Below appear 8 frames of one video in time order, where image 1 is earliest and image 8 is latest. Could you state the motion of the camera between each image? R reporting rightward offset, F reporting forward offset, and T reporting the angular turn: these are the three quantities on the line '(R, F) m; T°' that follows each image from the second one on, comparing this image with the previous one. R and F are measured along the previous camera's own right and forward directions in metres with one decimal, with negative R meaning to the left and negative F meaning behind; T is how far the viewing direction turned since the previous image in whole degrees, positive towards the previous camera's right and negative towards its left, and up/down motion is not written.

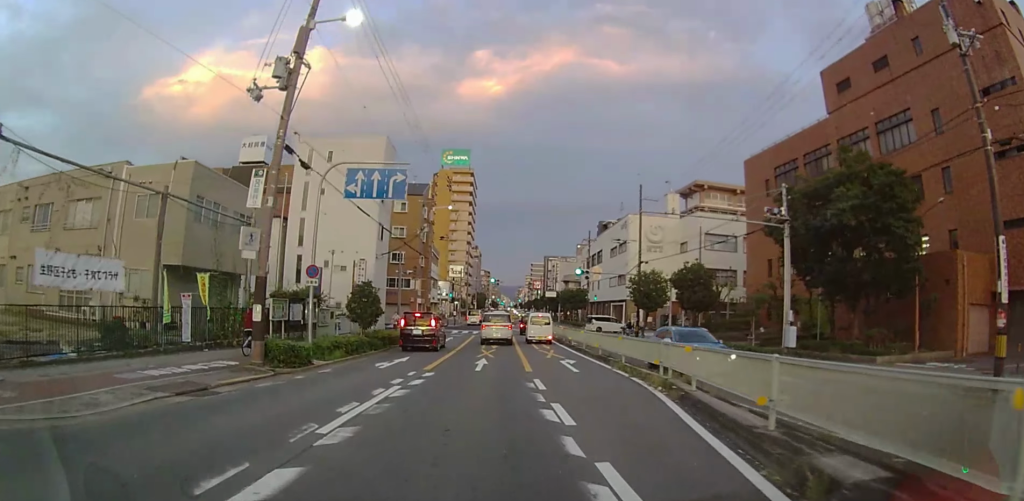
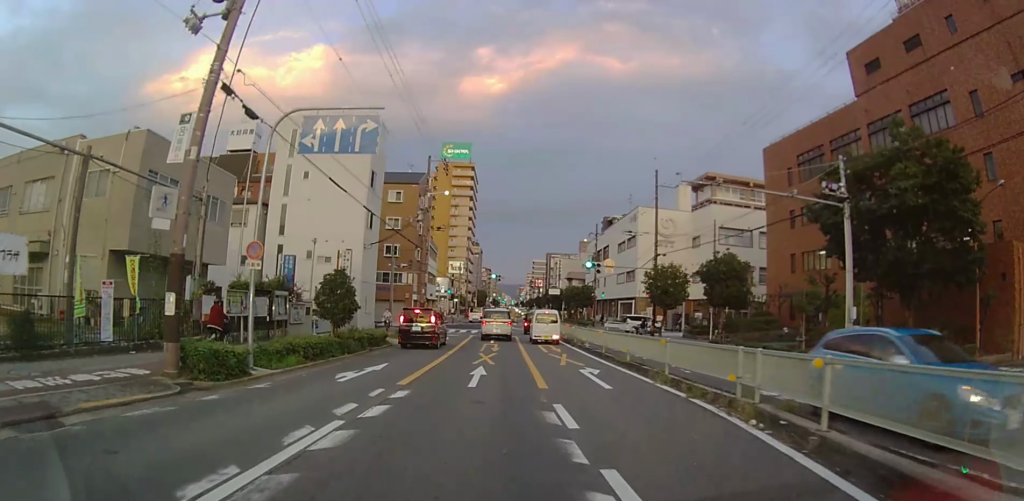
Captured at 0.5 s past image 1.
(0.0, +4.1) m; +1°
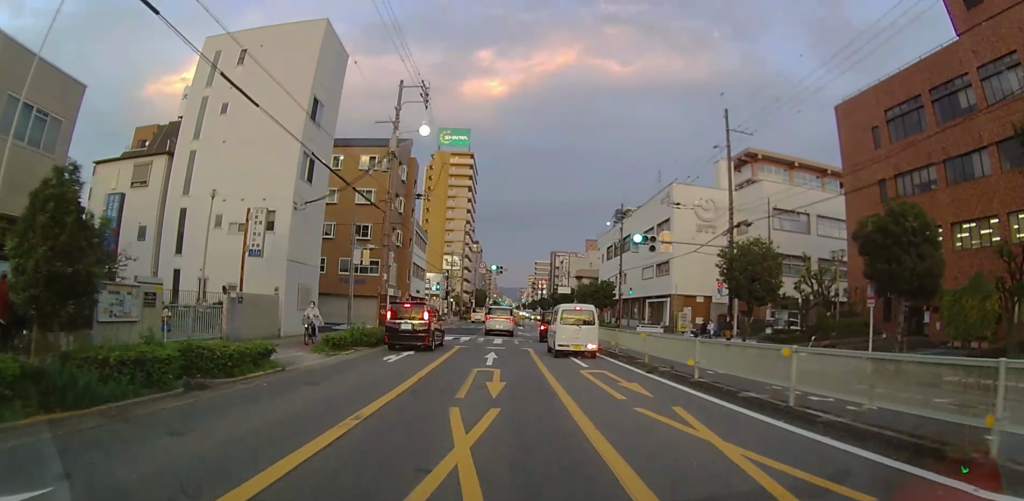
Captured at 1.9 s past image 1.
(+0.2, +13.3) m; 0°
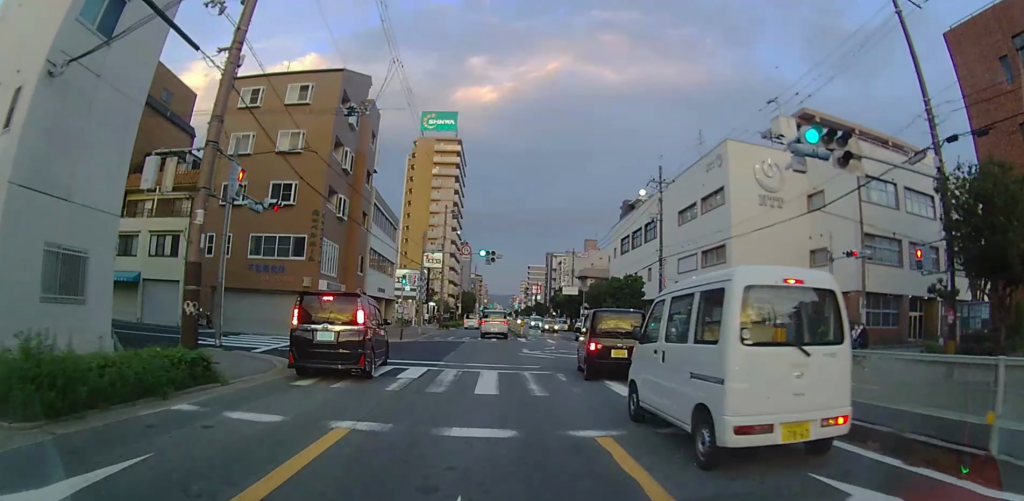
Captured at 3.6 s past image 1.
(-0.2, +16.0) m; 0°
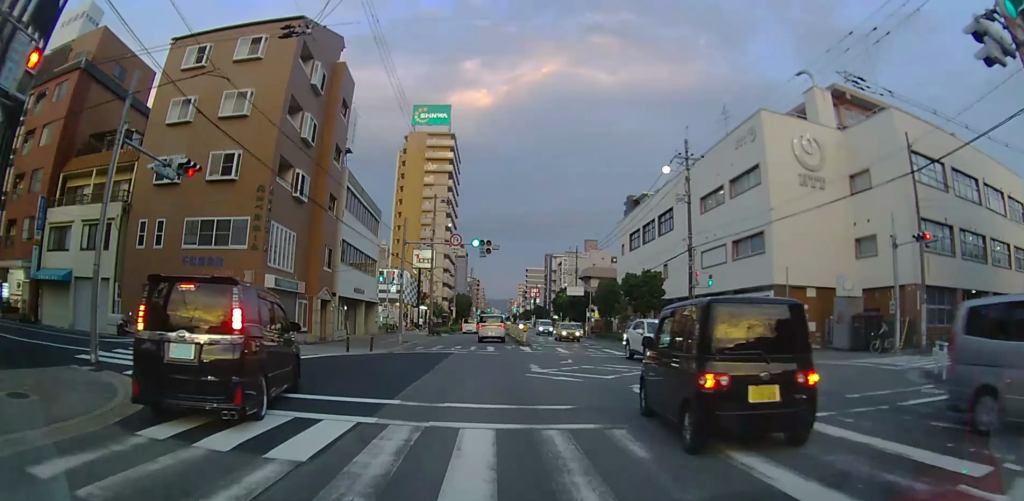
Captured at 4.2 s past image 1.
(0.0, +6.4) m; 0°
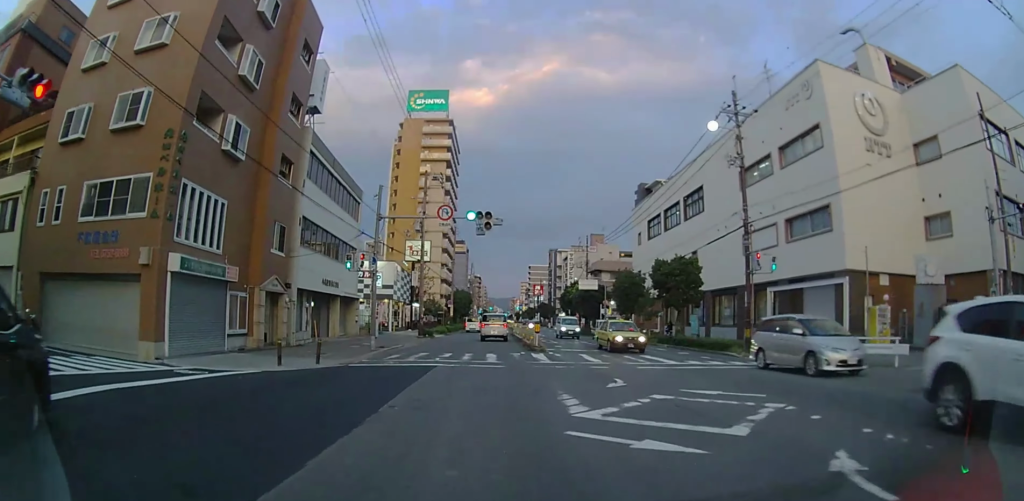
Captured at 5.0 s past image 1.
(0.0, +7.8) m; 0°
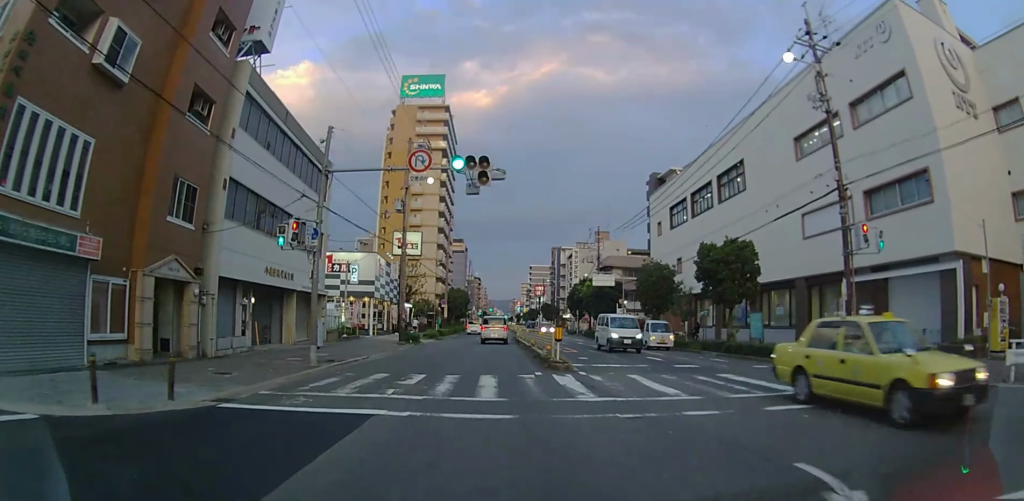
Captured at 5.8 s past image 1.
(0.0, +7.9) m; 0°
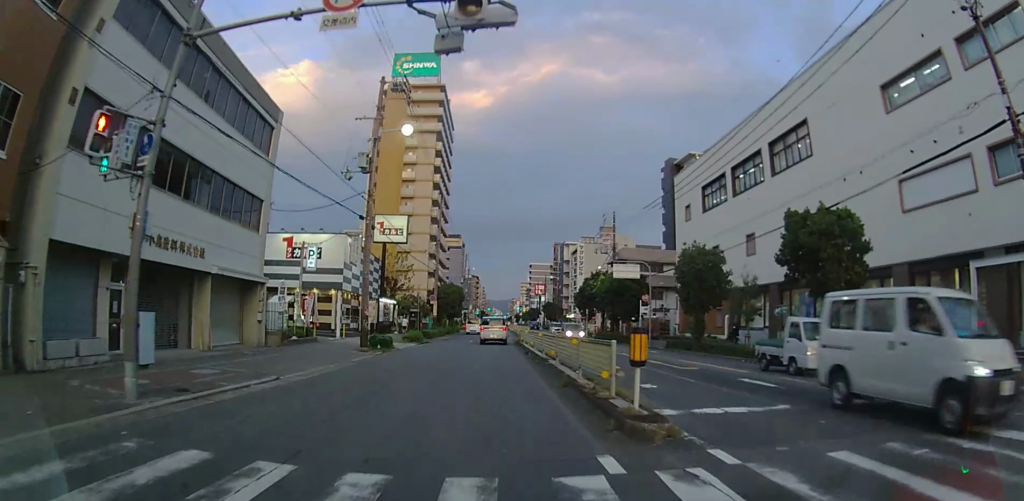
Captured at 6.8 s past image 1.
(-0.1, +9.3) m; +1°
